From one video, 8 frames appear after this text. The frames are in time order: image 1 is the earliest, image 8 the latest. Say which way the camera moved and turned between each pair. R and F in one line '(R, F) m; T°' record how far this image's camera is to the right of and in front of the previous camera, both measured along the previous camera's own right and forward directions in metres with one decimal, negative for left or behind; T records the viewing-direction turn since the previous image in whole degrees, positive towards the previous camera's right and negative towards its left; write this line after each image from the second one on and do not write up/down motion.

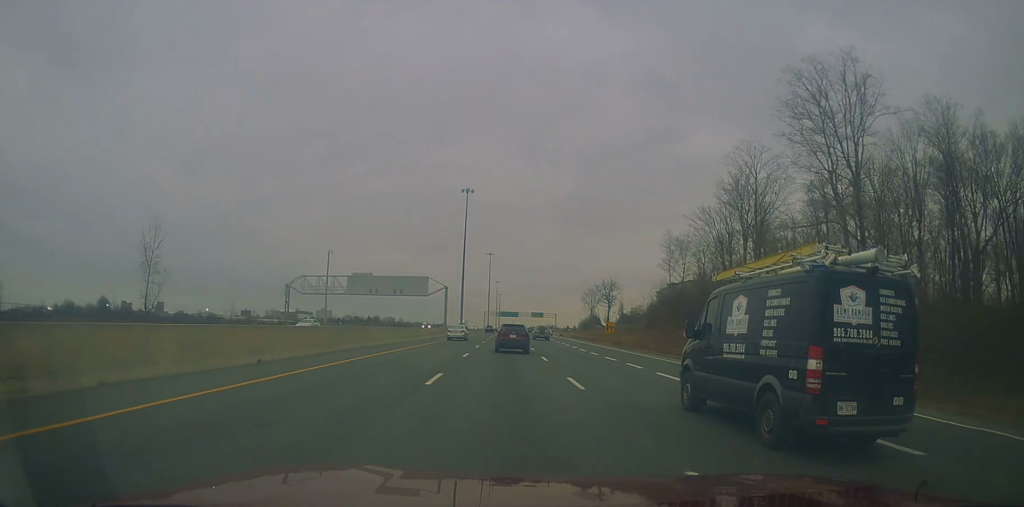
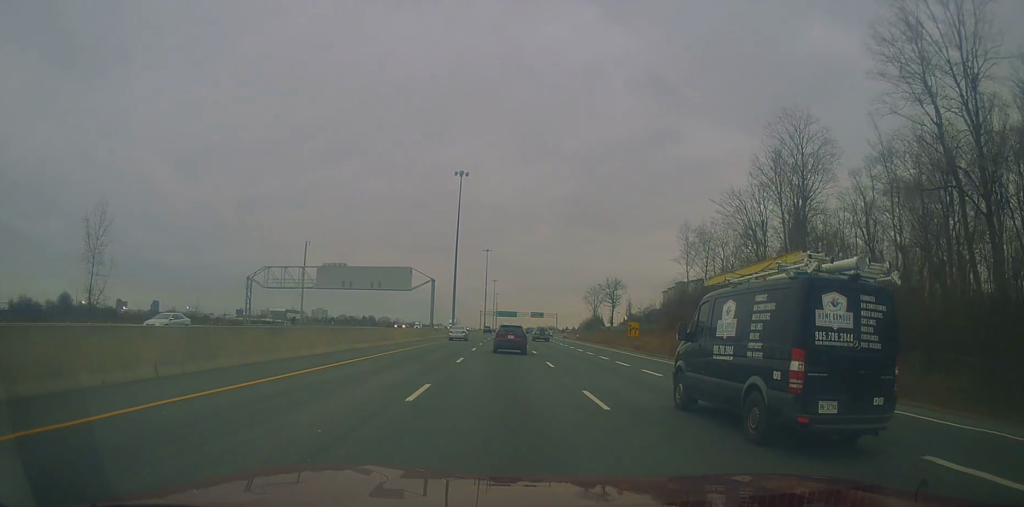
(-0.1, +15.2) m; 0°
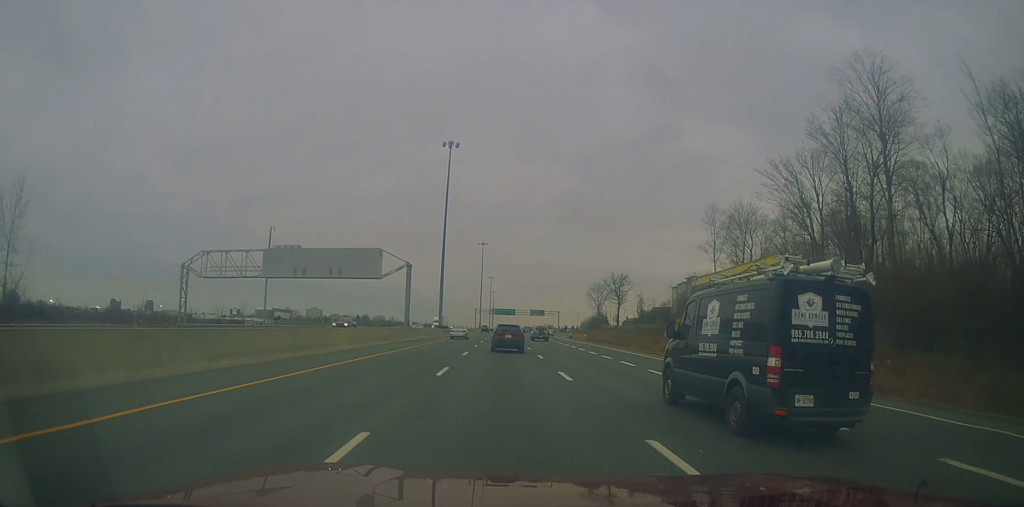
(+0.2, +18.3) m; 0°
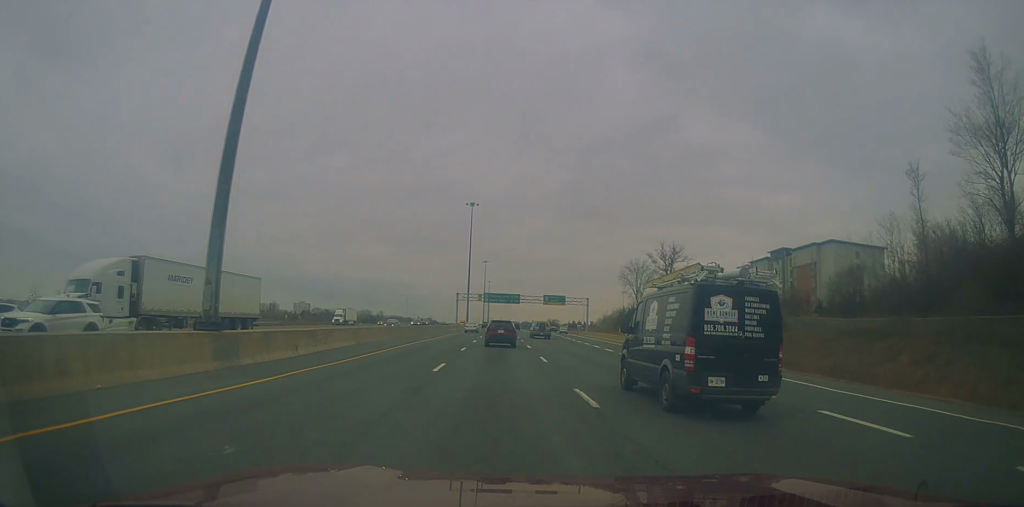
(+0.2, +72.4) m; +1°
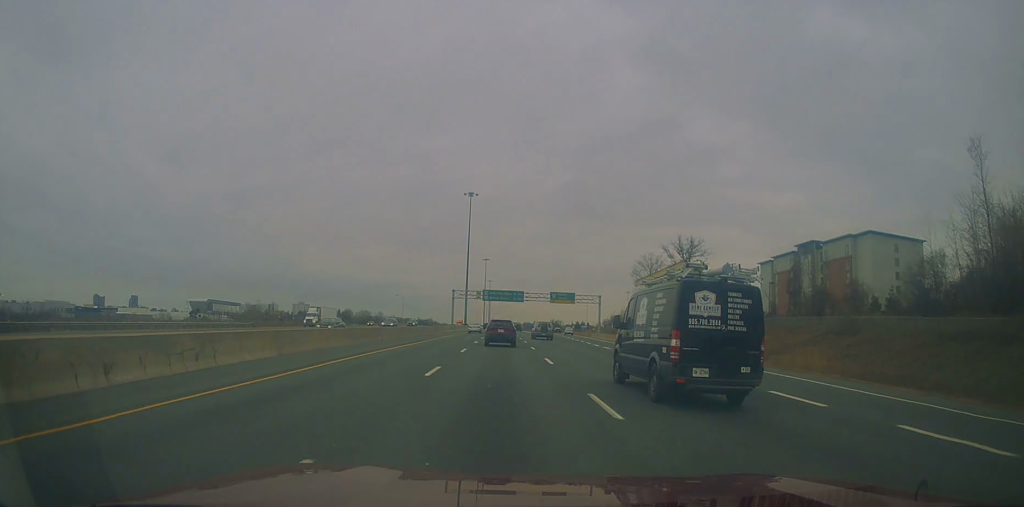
(+0.1, +14.2) m; 0°
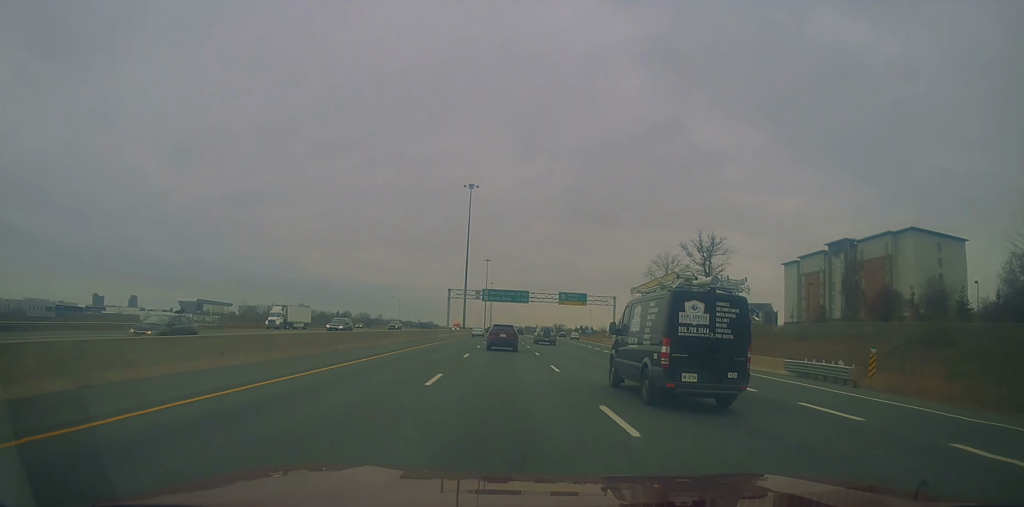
(0.0, +13.2) m; 0°
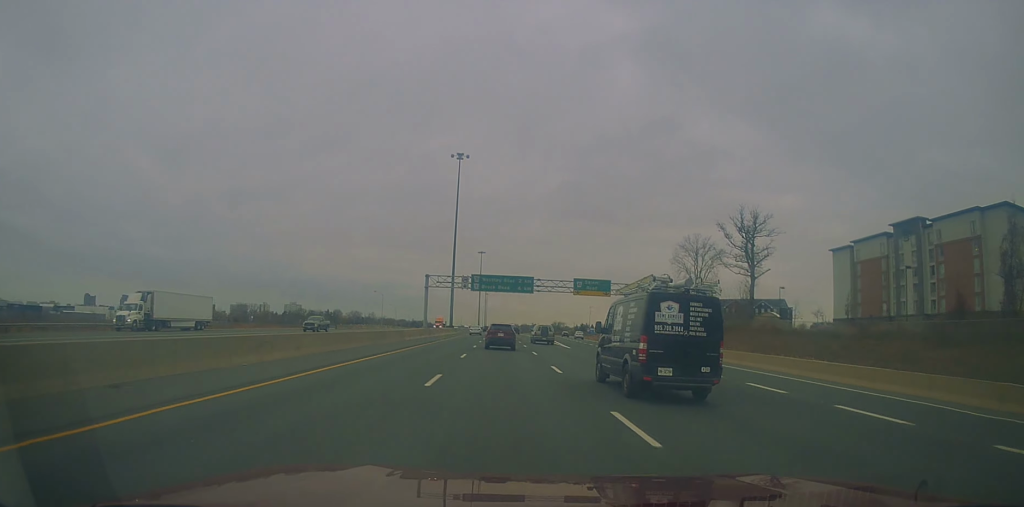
(0.0, +25.2) m; -1°
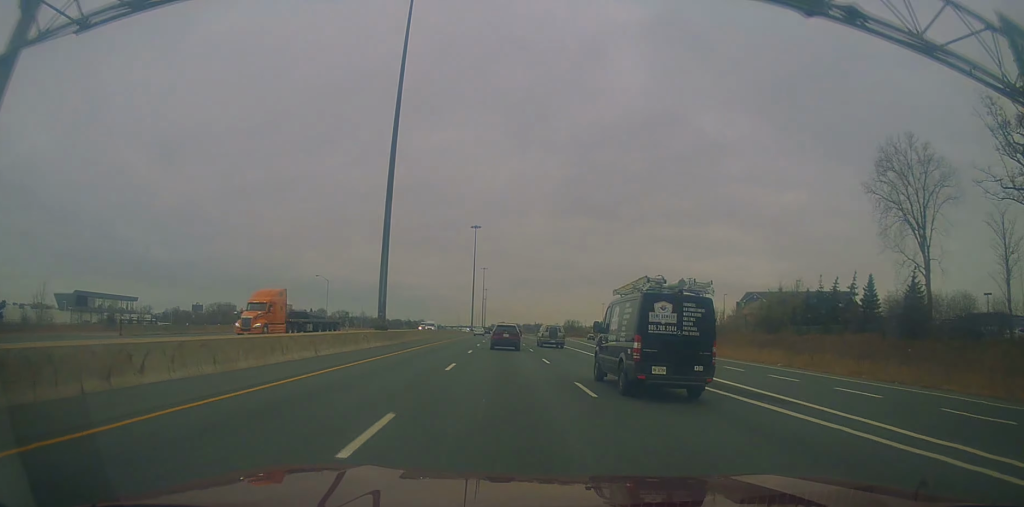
(-0.5, +67.8) m; +1°
